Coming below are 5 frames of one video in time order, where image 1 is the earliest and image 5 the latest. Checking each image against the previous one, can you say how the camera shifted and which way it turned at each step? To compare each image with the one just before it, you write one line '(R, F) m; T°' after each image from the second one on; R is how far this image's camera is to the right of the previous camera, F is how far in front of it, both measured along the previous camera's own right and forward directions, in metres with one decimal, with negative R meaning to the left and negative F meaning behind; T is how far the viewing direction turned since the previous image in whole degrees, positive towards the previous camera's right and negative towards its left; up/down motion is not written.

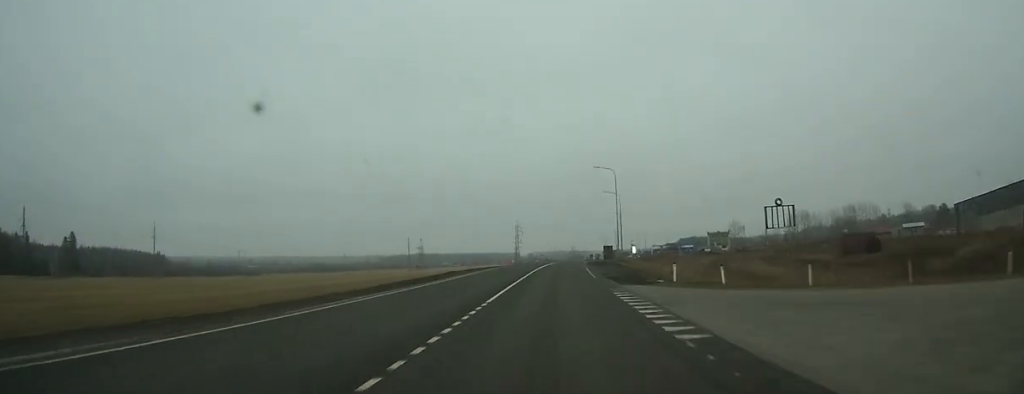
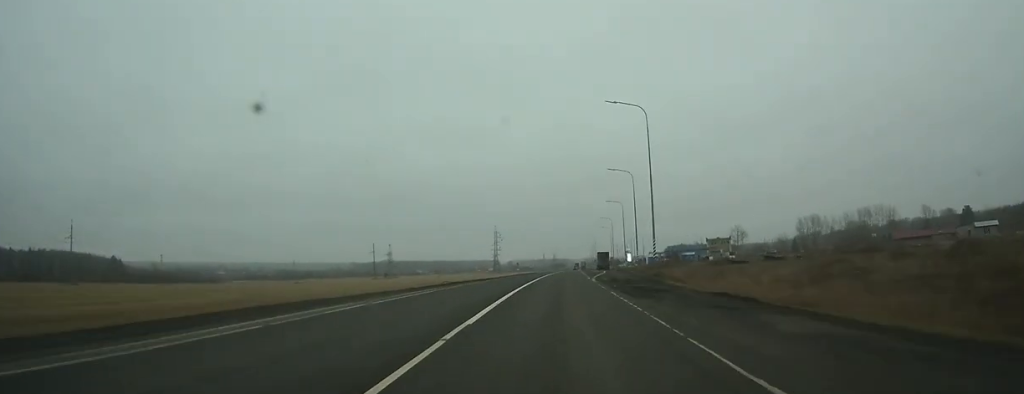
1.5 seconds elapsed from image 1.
(+0.3, +37.2) m; +1°
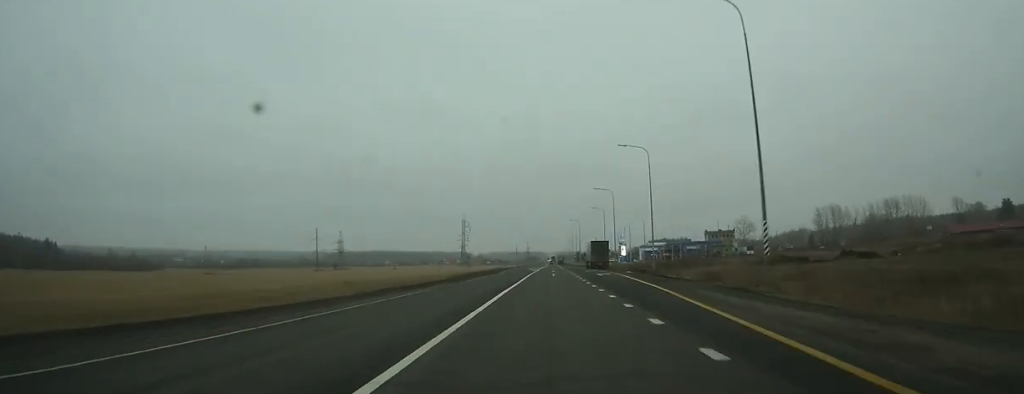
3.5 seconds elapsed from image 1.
(+0.7, +48.1) m; +2°
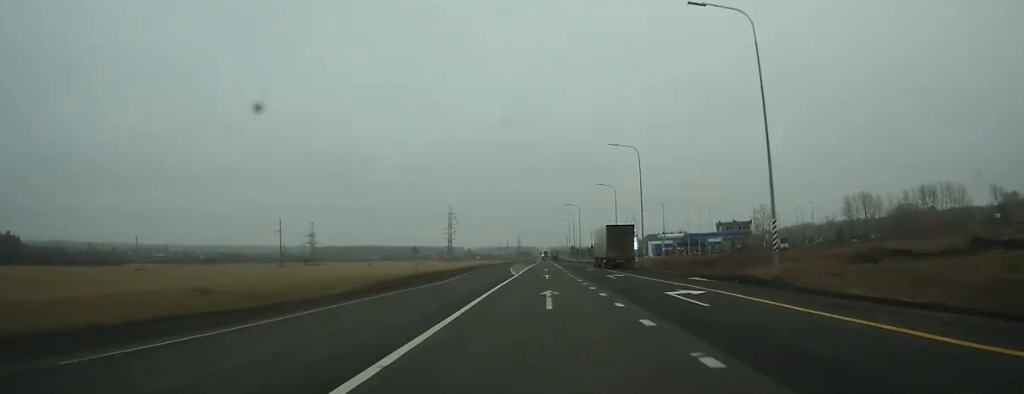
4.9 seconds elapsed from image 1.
(+0.4, +32.2) m; +1°
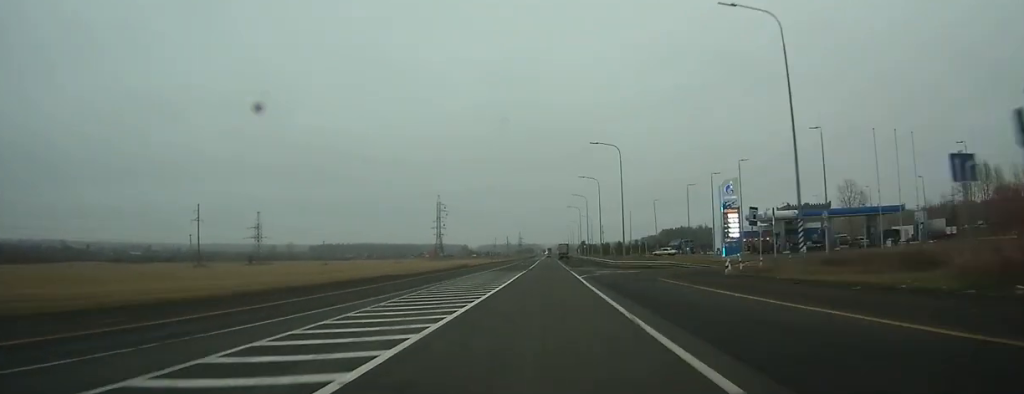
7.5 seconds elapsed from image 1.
(+0.3, +65.4) m; 0°
